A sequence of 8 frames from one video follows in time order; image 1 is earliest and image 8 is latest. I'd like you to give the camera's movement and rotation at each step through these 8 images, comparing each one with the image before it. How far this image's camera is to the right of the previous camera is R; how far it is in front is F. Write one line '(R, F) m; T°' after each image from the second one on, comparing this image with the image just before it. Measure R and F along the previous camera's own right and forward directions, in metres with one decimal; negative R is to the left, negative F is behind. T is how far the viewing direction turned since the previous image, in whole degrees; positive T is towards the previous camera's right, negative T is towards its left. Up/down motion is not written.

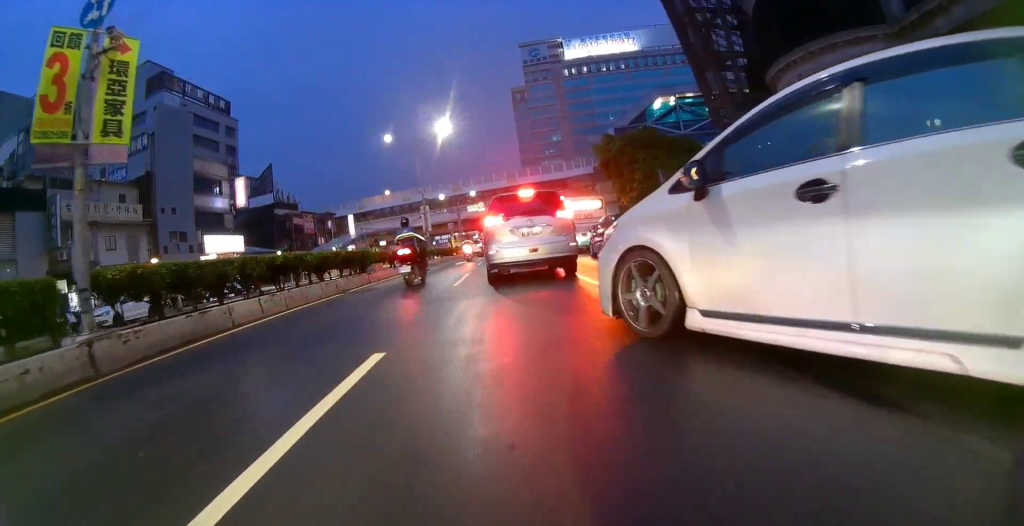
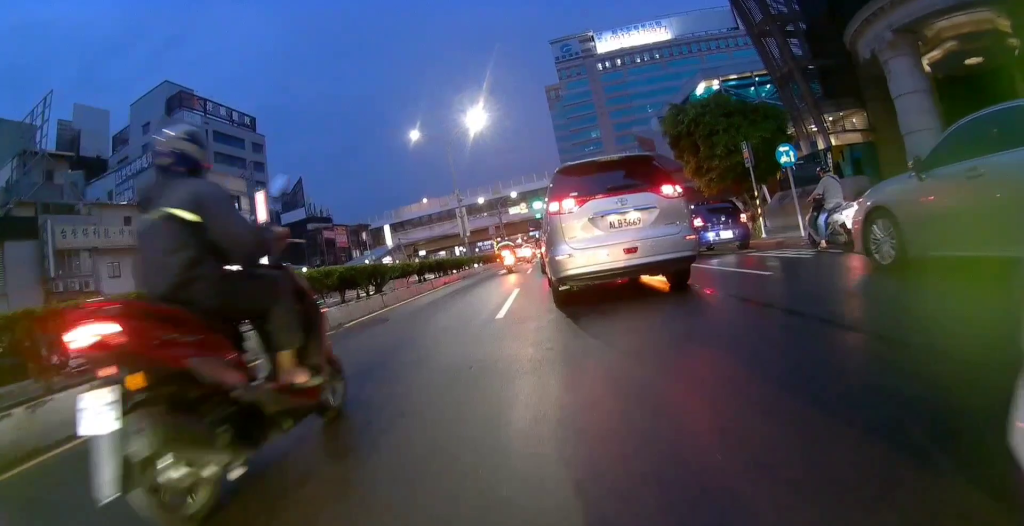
(-0.3, +5.4) m; -5°
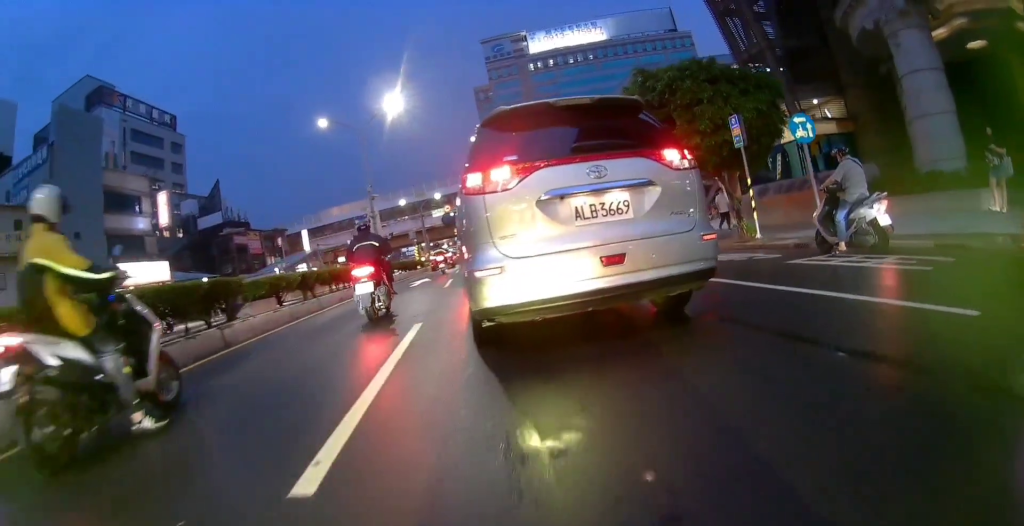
(-0.1, +4.5) m; +7°
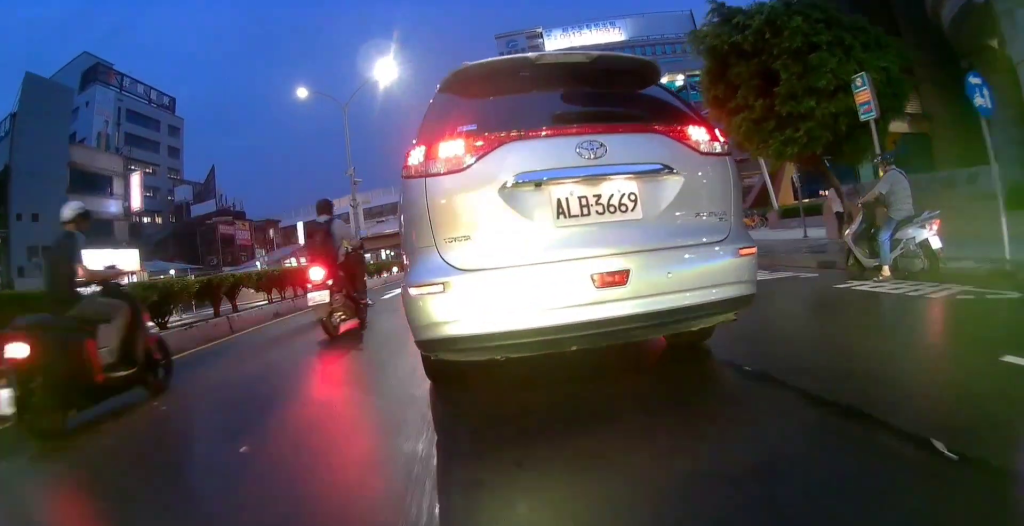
(+0.7, +4.7) m; +8°
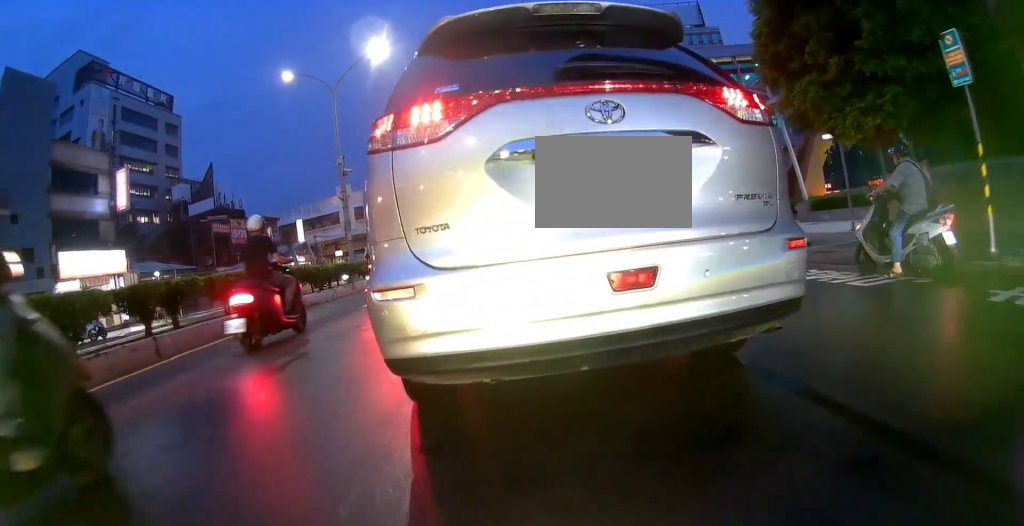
(0.0, +2.2) m; -2°
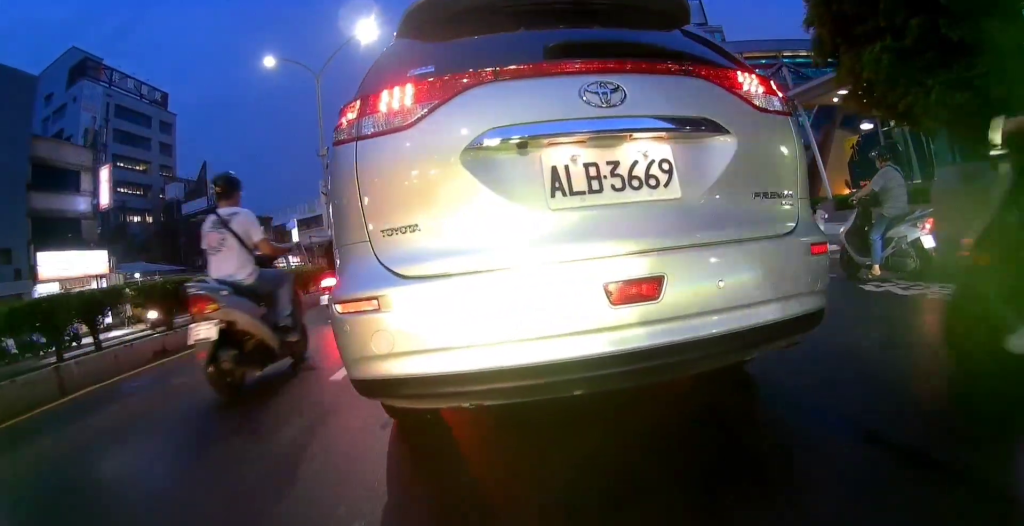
(-0.1, +2.0) m; -4°
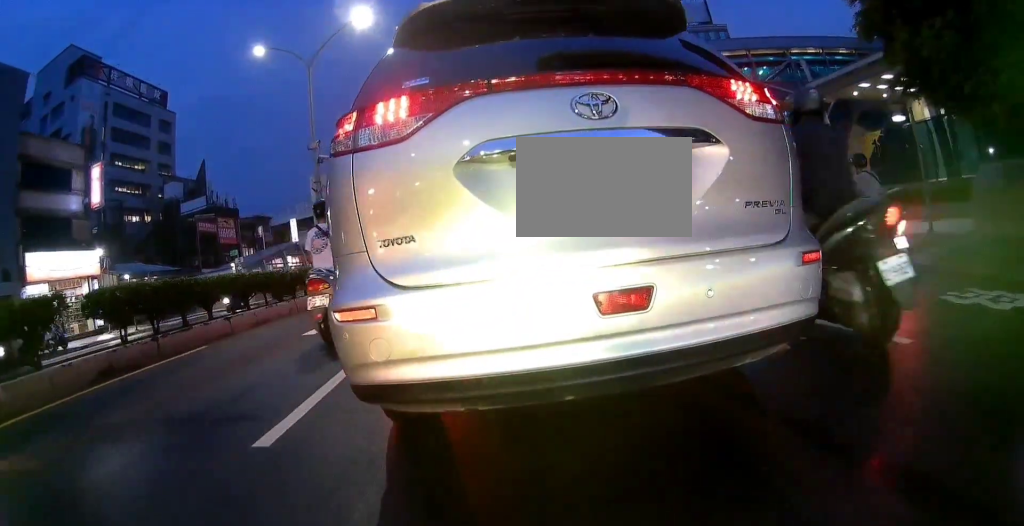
(0.0, +1.3) m; +2°
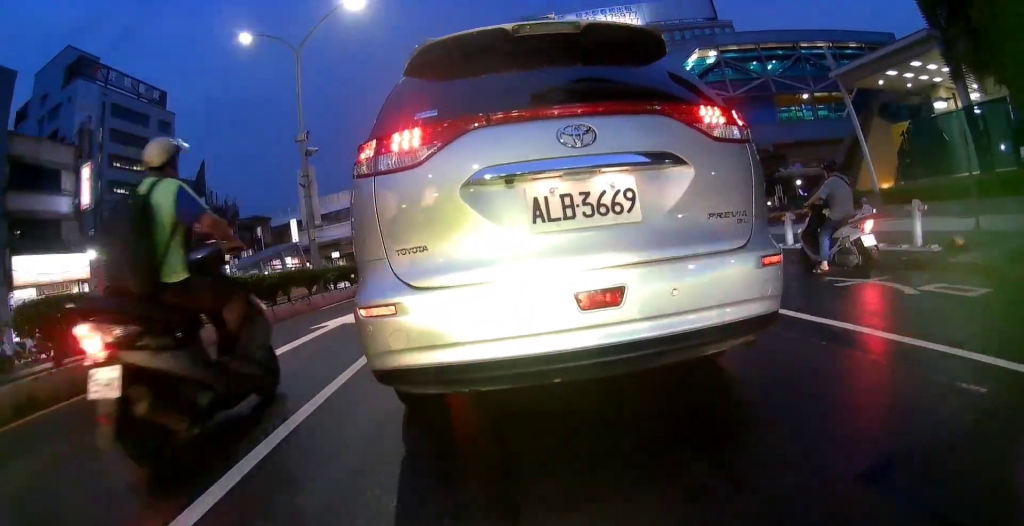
(-0.1, +1.6) m; +3°
